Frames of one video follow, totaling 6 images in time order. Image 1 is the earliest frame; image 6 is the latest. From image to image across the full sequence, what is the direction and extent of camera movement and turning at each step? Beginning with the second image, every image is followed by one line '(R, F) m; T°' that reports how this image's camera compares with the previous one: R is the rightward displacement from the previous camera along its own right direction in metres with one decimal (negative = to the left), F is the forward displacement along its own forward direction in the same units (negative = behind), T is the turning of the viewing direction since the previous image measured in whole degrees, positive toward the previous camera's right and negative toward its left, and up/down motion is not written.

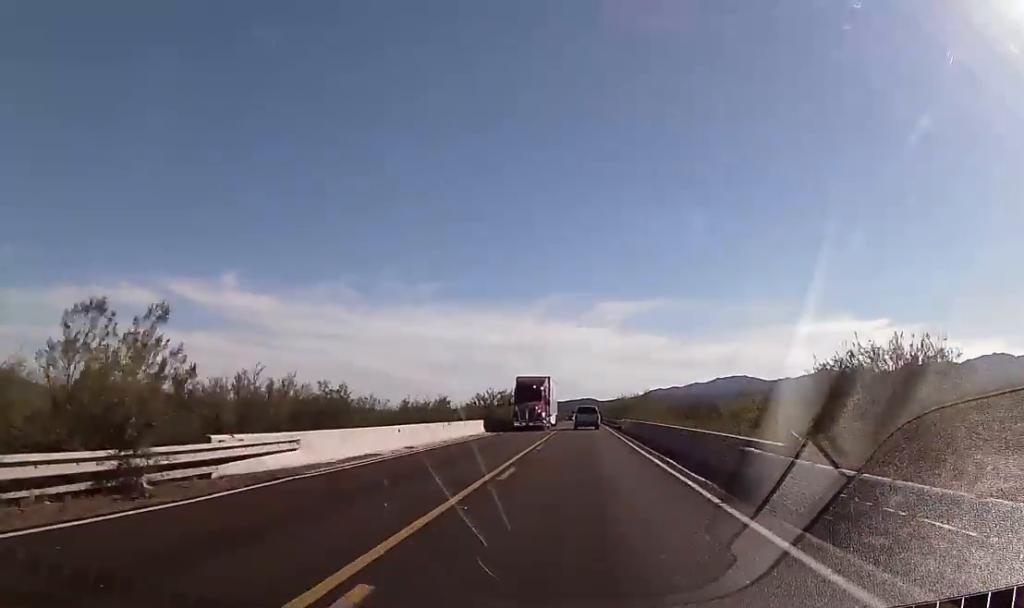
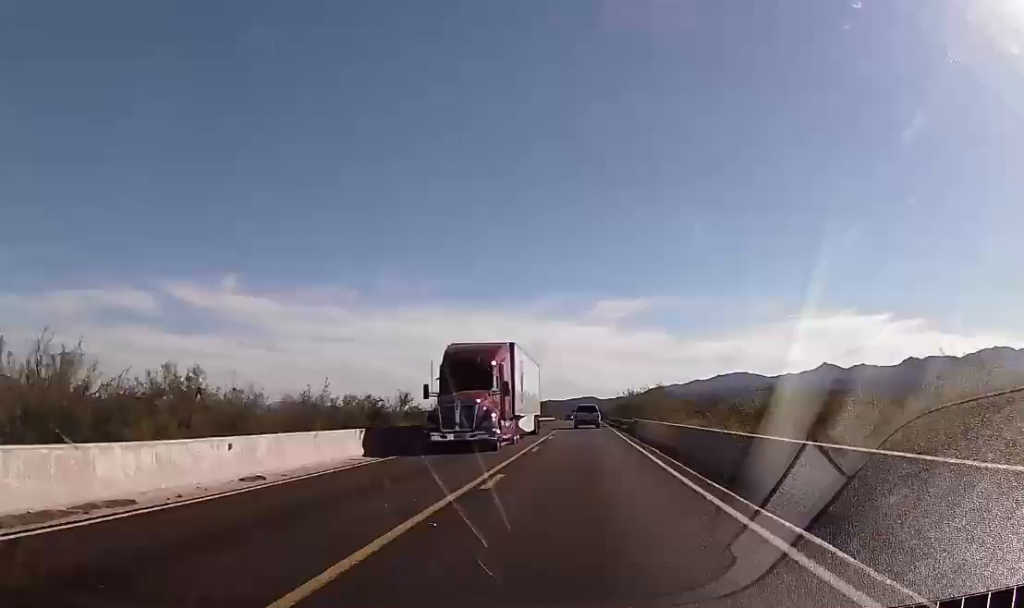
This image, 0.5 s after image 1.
(-0.2, +14.0) m; 0°
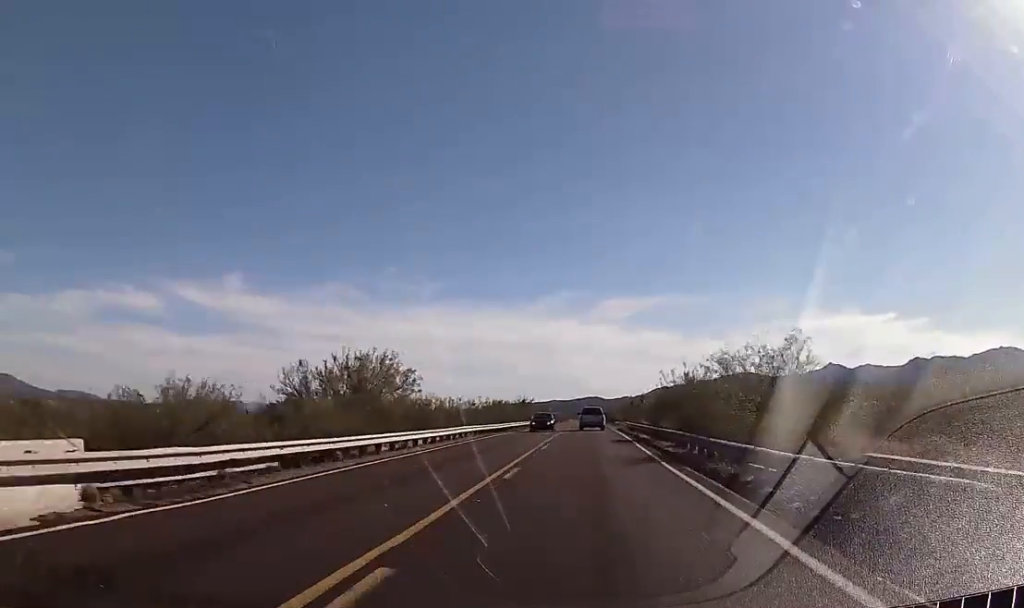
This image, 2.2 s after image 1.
(-0.3, +46.8) m; 0°
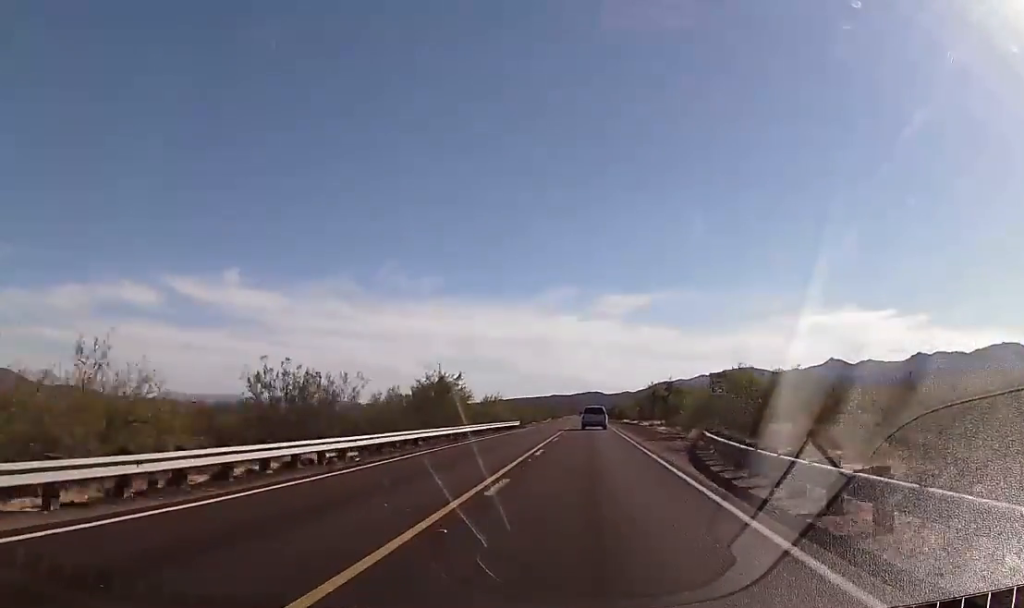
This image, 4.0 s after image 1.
(-0.1, +51.5) m; -1°
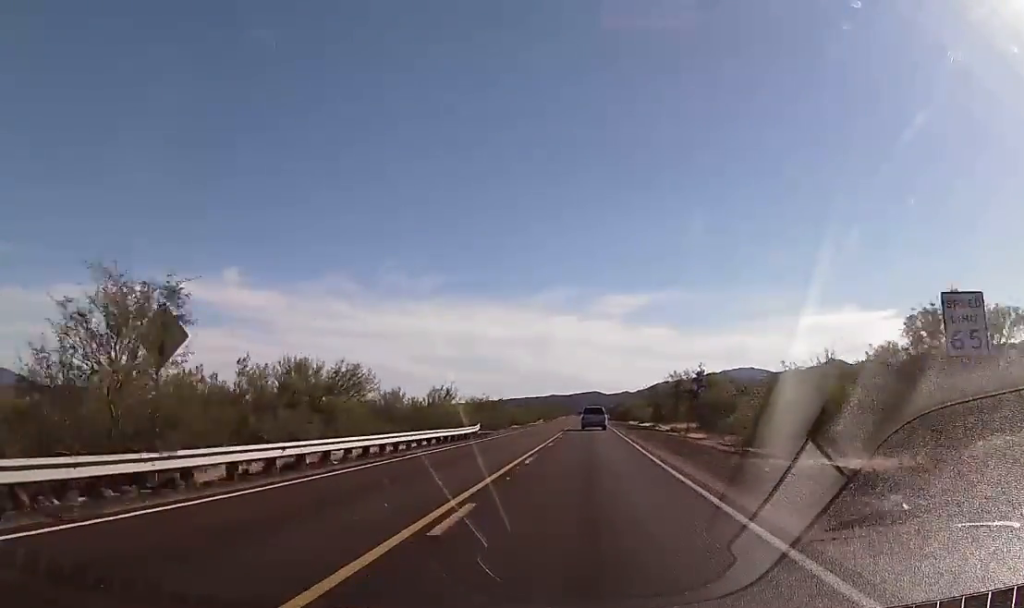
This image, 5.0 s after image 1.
(0.0, +28.2) m; 0°
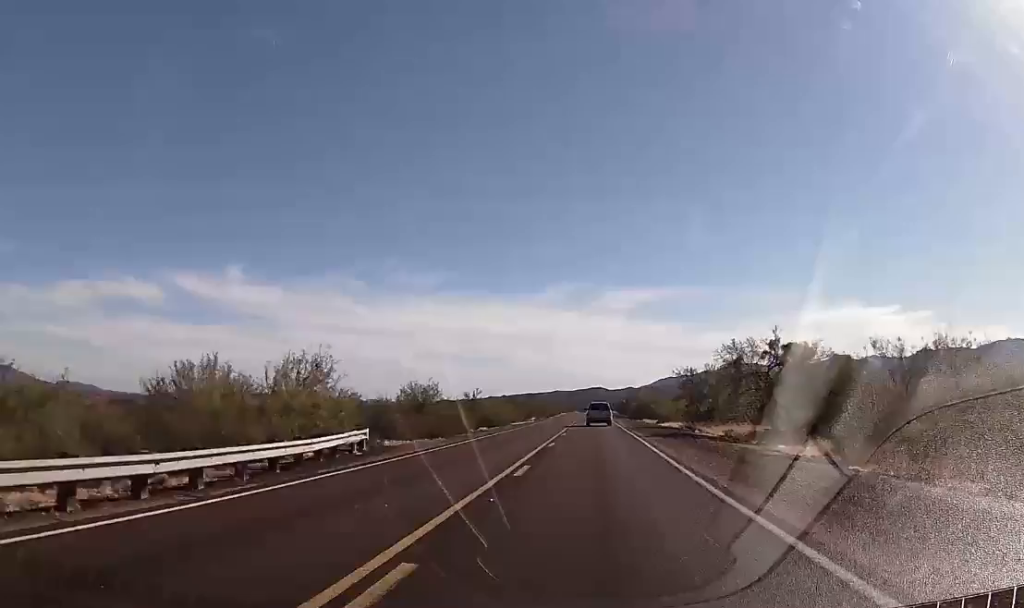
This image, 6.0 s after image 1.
(0.0, +28.4) m; +1°
